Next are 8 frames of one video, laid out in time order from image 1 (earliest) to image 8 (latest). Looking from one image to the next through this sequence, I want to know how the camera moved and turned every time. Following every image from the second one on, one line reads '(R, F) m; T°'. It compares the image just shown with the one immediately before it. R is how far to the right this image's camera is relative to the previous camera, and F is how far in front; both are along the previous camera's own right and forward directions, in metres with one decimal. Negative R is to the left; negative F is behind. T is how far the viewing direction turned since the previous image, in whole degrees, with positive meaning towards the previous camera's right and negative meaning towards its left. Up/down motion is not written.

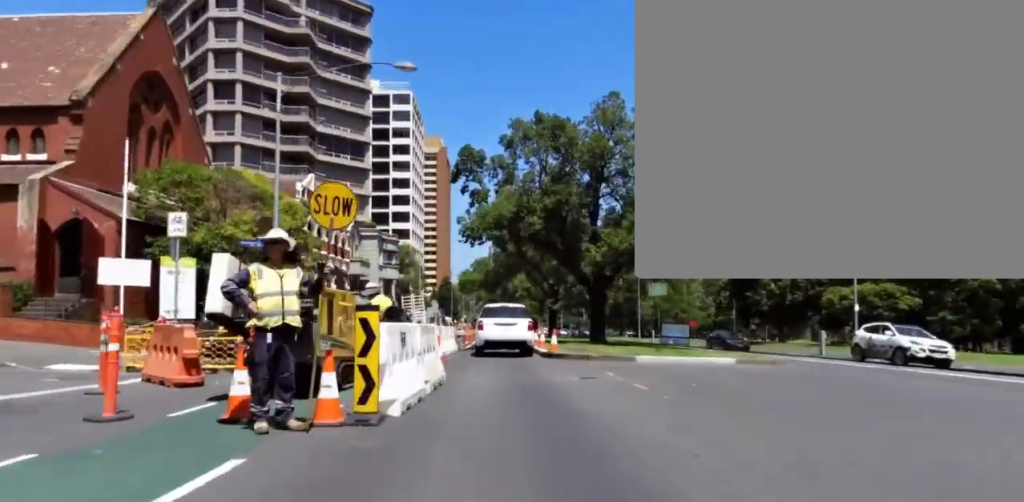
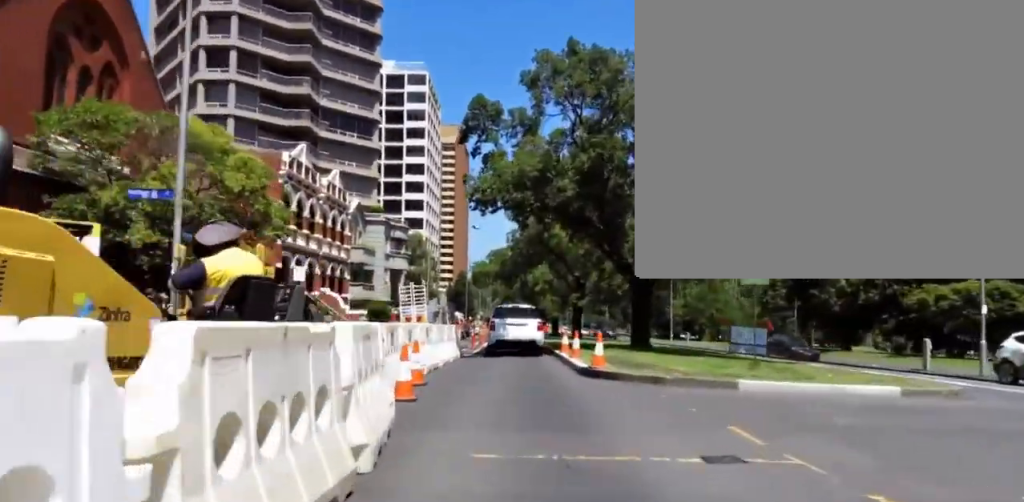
(-0.7, +7.0) m; +1°
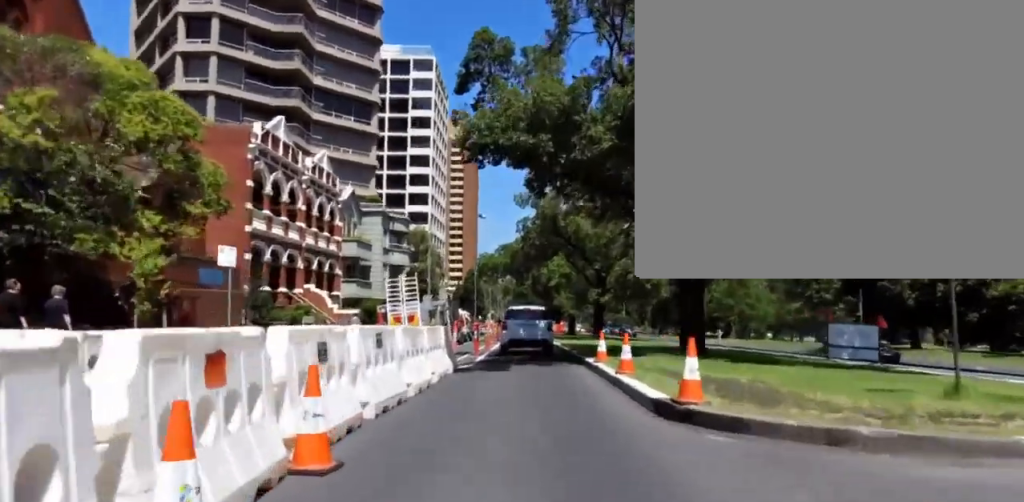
(+0.4, +5.7) m; +1°
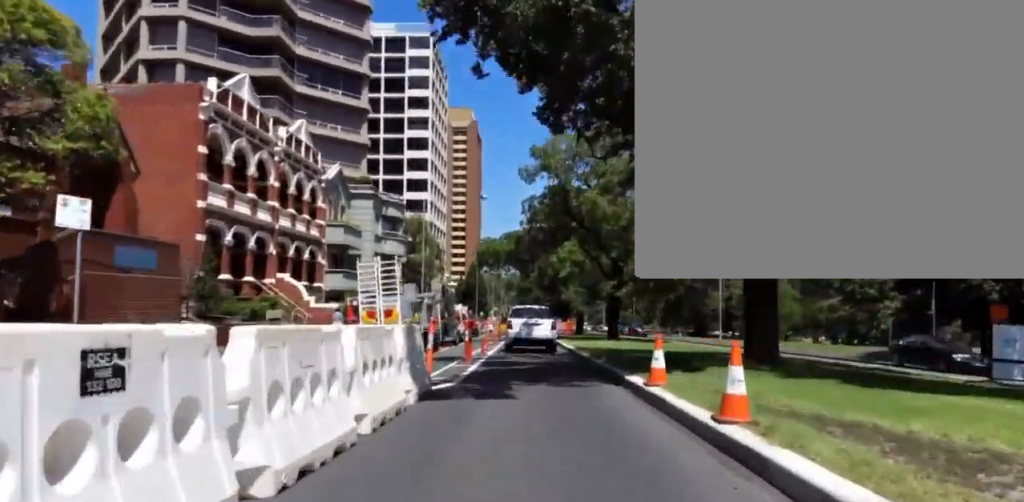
(+0.4, +5.0) m; 0°
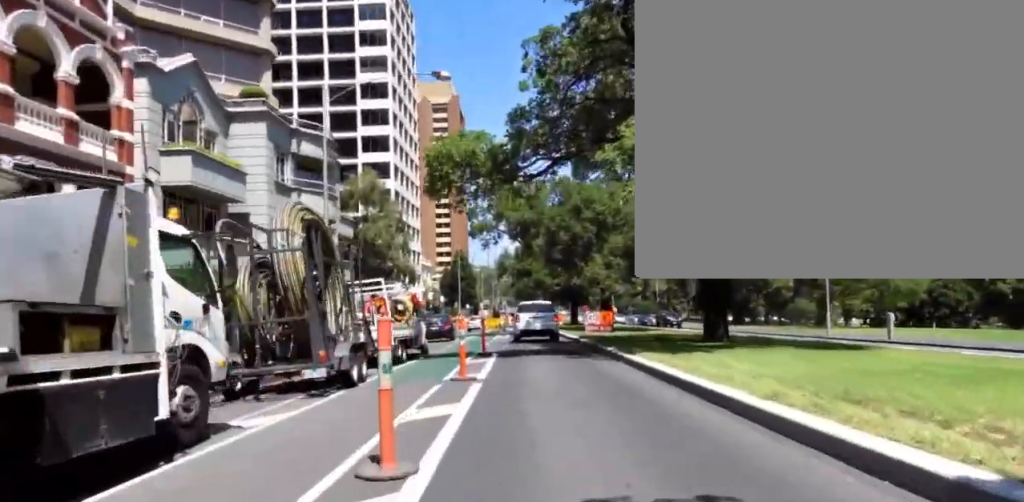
(-0.9, +19.4) m; -1°
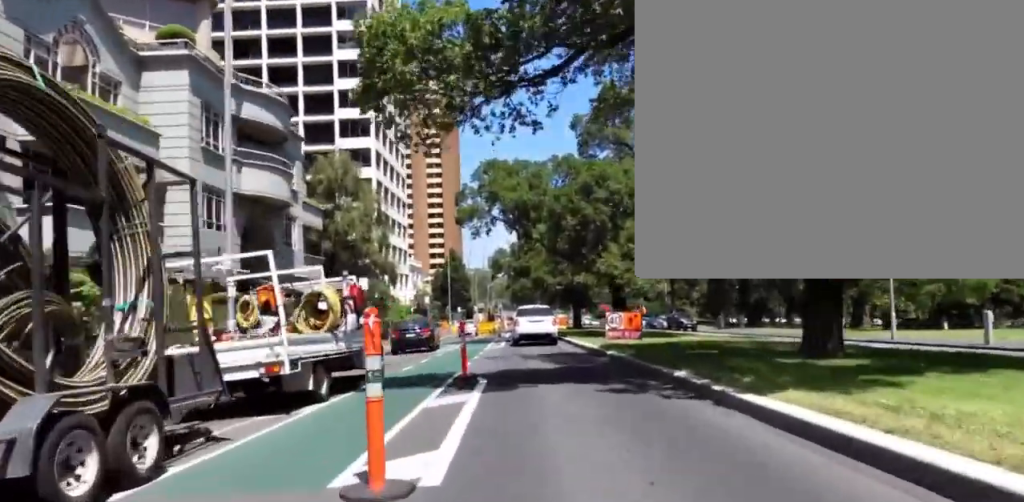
(0.0, +6.6) m; -1°
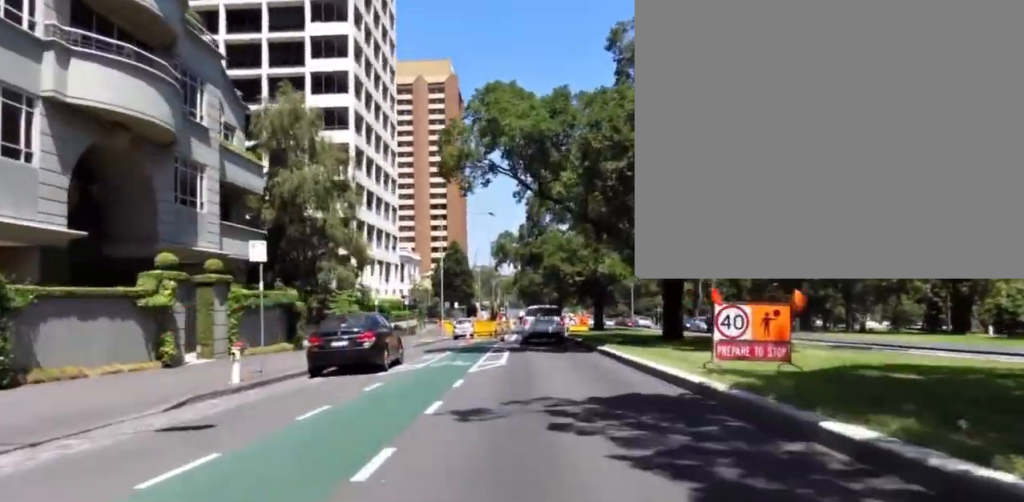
(-0.2, +10.2) m; -1°
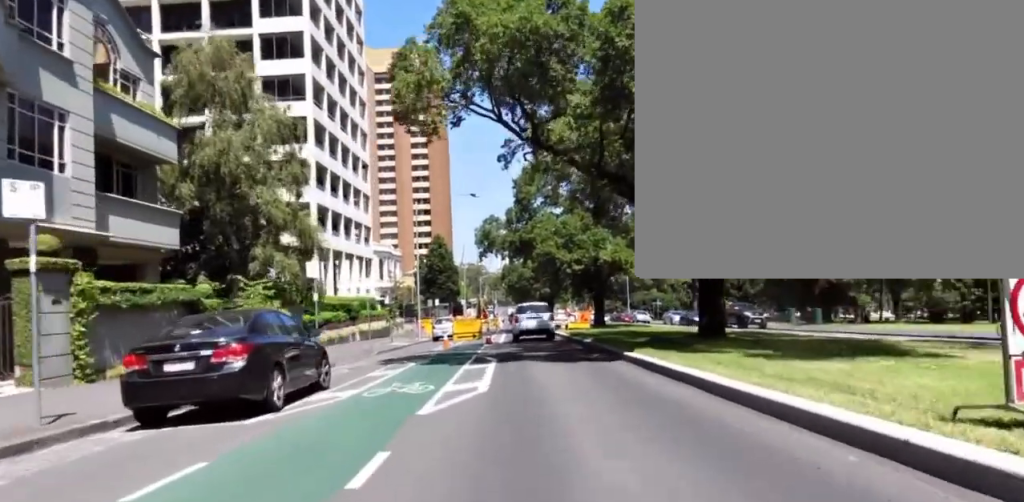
(0.0, +6.1) m; 0°
